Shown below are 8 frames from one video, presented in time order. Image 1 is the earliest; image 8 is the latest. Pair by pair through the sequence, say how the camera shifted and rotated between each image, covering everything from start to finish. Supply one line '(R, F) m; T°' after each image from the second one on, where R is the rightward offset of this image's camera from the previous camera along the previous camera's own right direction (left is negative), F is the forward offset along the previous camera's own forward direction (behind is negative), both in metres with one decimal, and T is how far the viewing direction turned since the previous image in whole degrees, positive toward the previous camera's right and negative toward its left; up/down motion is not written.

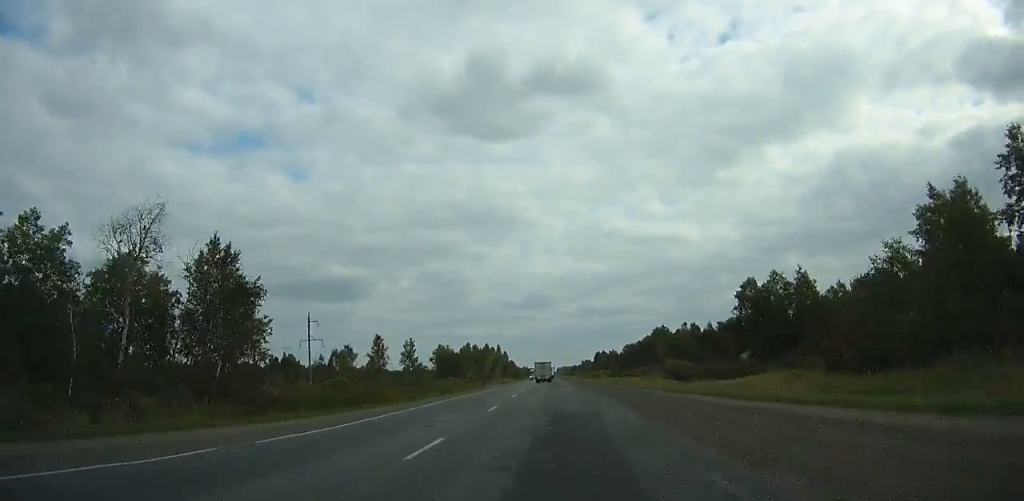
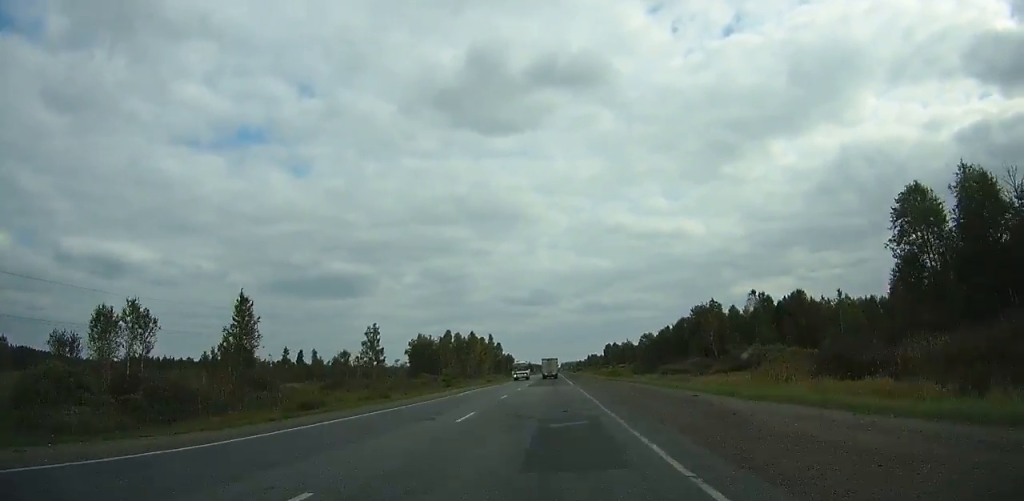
(+0.3, +41.9) m; 0°
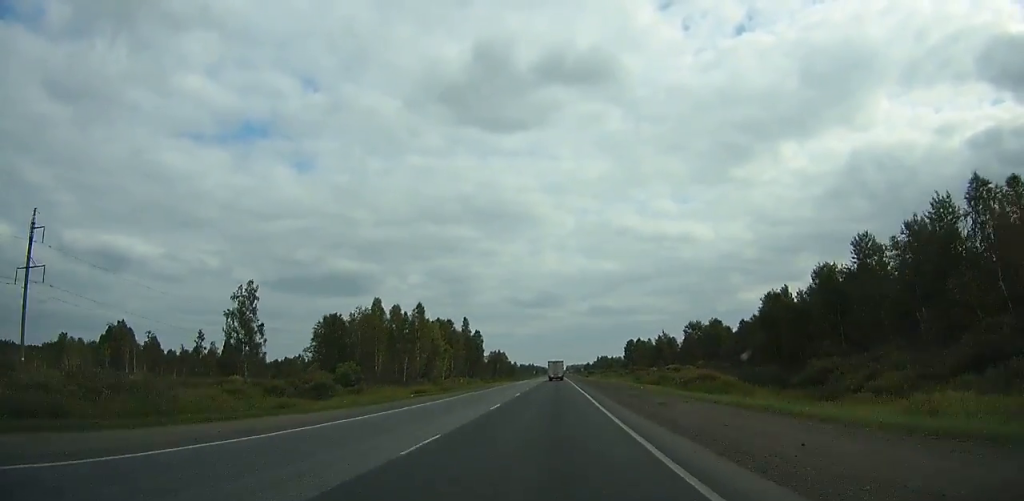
(-0.2, +64.9) m; -1°
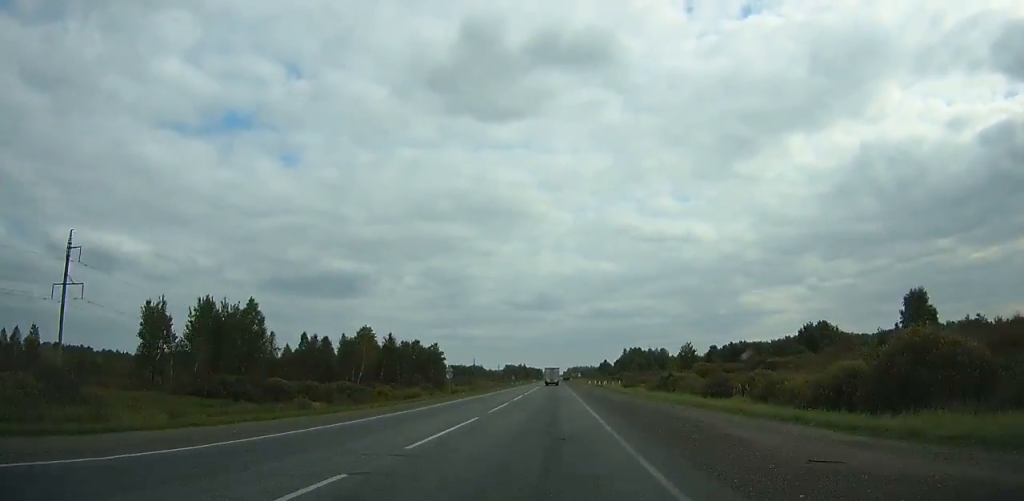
(-1.7, +214.4) m; 0°
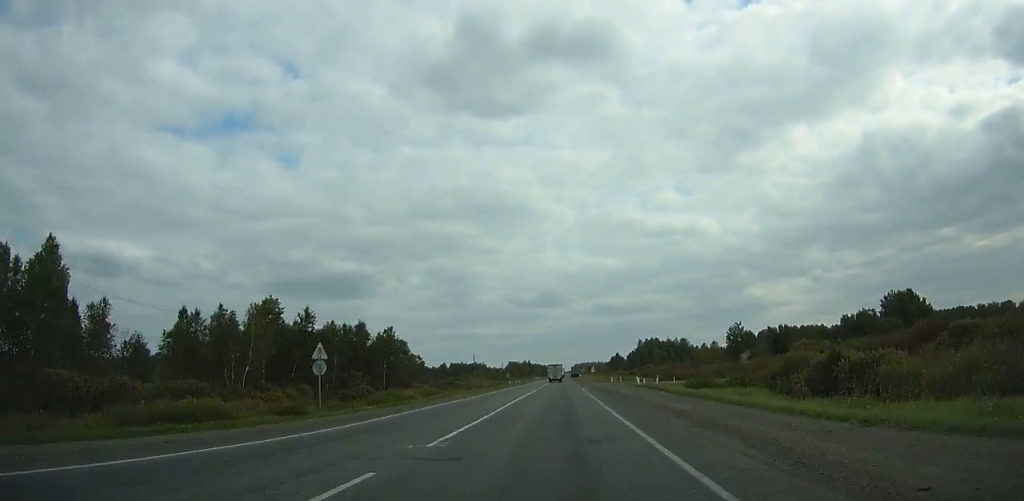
(0.0, +35.3) m; 0°
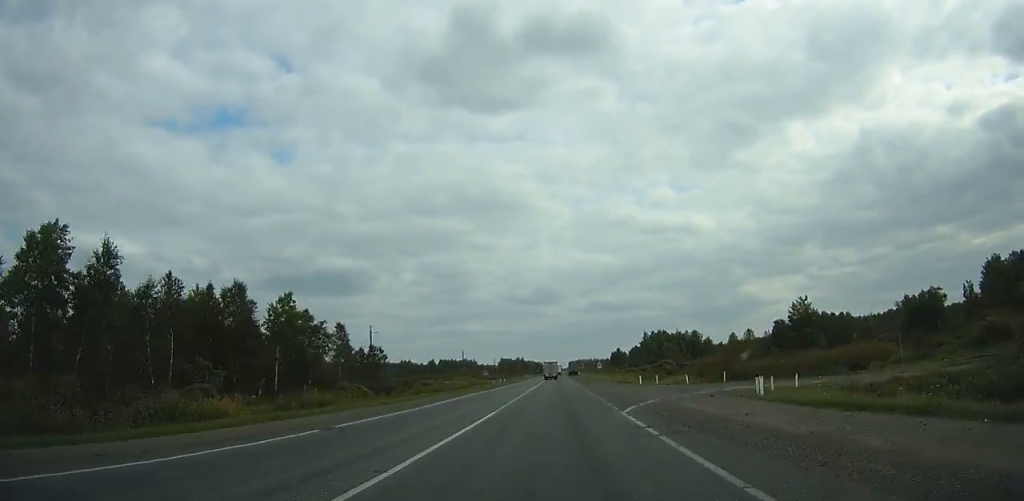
(-0.1, +31.1) m; 0°
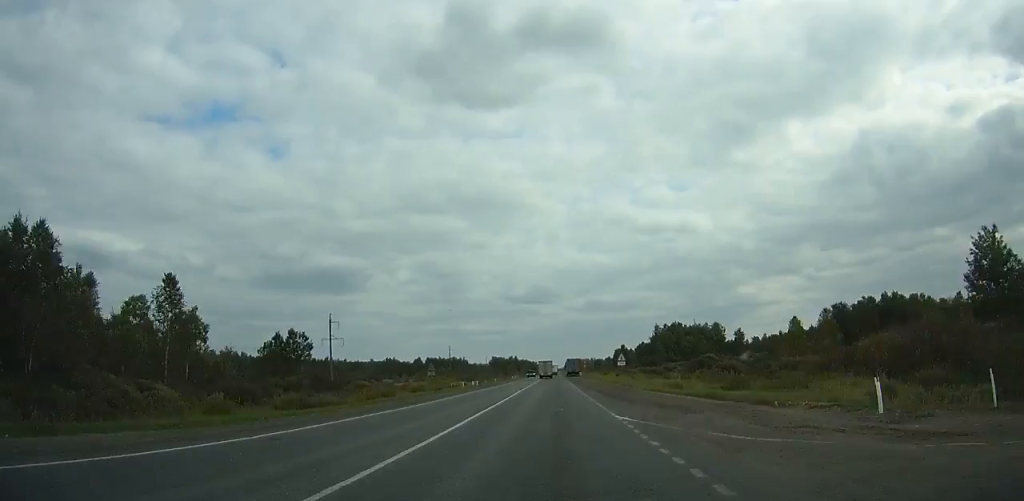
(-0.1, +37.8) m; 0°
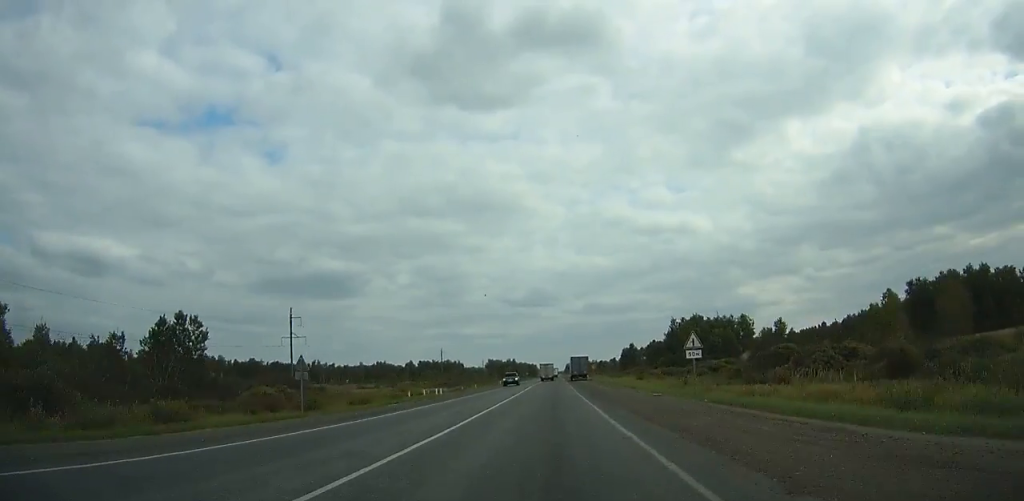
(+0.1, +29.1) m; 0°
